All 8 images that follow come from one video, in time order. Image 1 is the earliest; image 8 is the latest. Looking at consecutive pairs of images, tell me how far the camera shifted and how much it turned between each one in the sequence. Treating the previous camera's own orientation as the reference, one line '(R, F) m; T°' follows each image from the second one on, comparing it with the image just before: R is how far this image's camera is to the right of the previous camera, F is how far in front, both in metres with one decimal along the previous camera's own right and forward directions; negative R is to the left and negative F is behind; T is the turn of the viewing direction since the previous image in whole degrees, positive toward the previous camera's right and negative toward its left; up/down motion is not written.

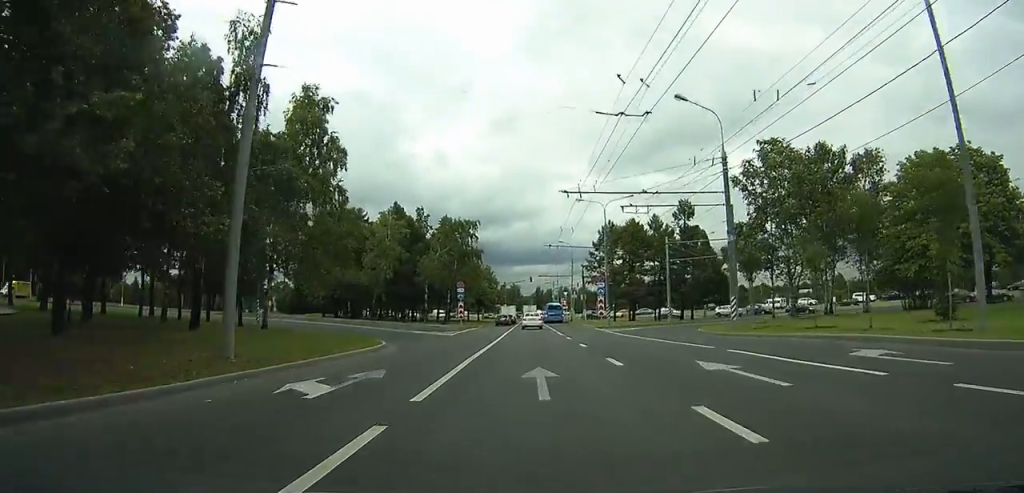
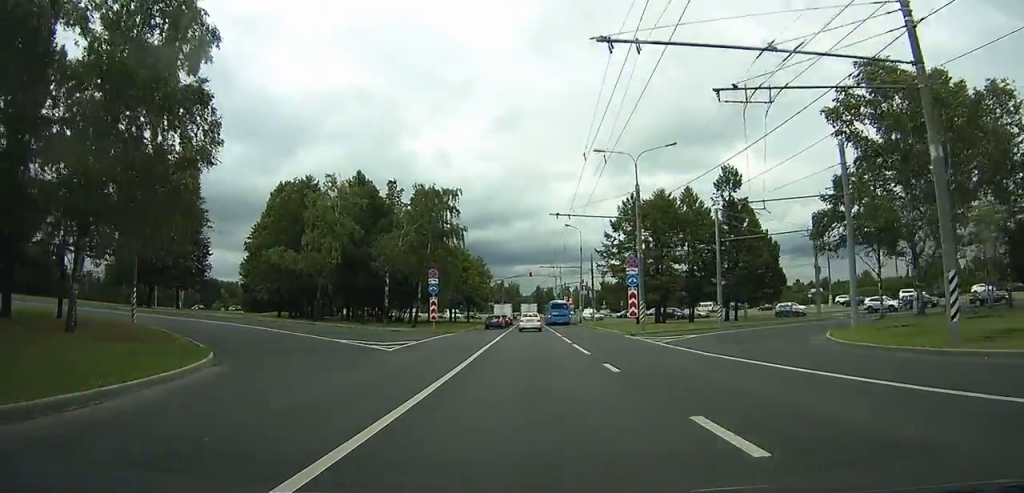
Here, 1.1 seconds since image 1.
(-0.1, +16.7) m; 0°
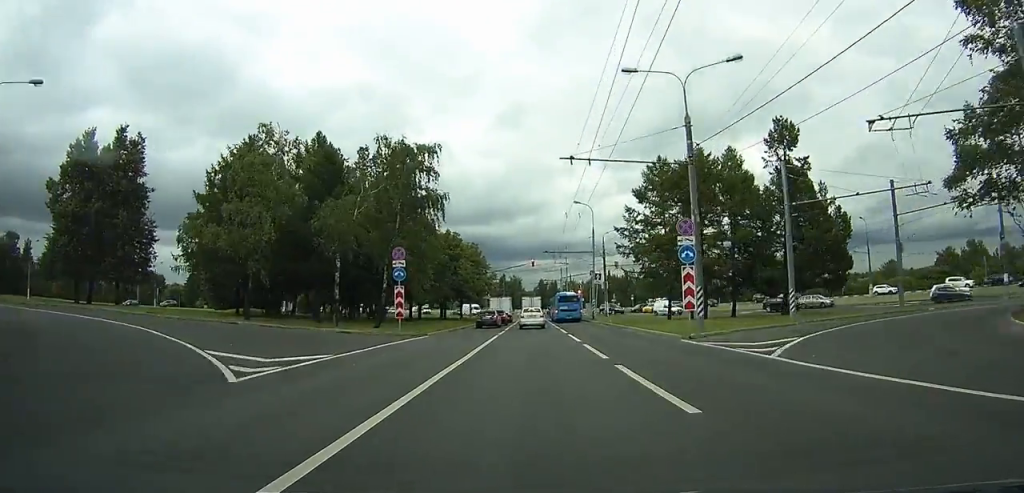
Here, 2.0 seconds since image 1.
(0.0, +12.3) m; 0°
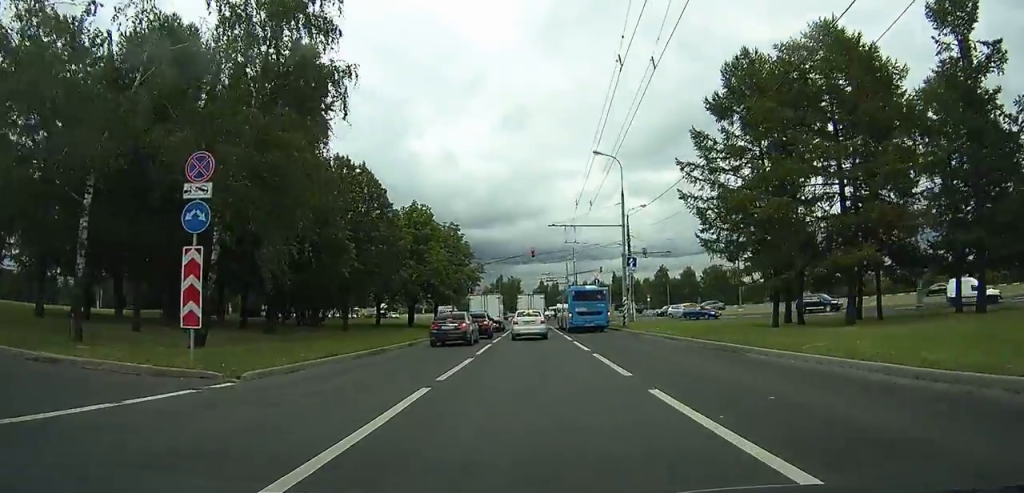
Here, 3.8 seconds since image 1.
(-0.1, +20.2) m; -1°
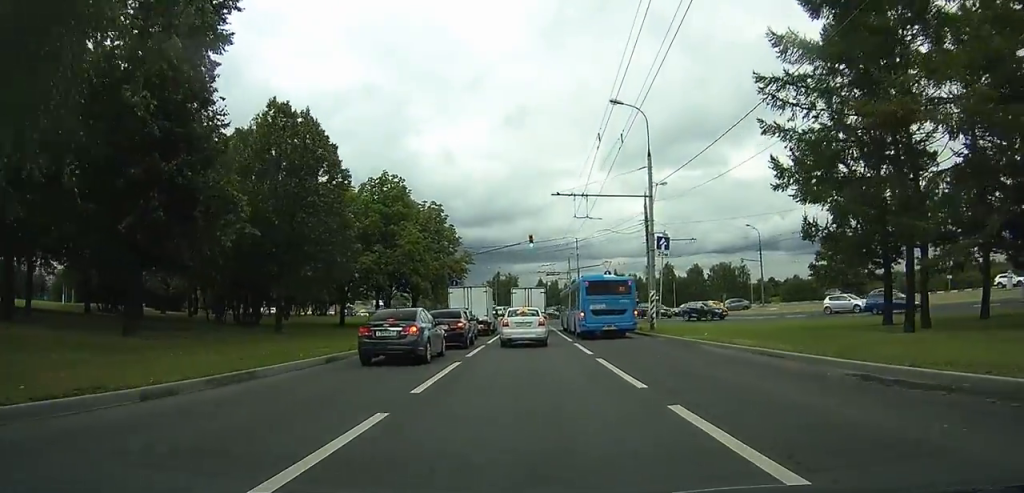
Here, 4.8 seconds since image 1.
(0.0, +9.8) m; 0°
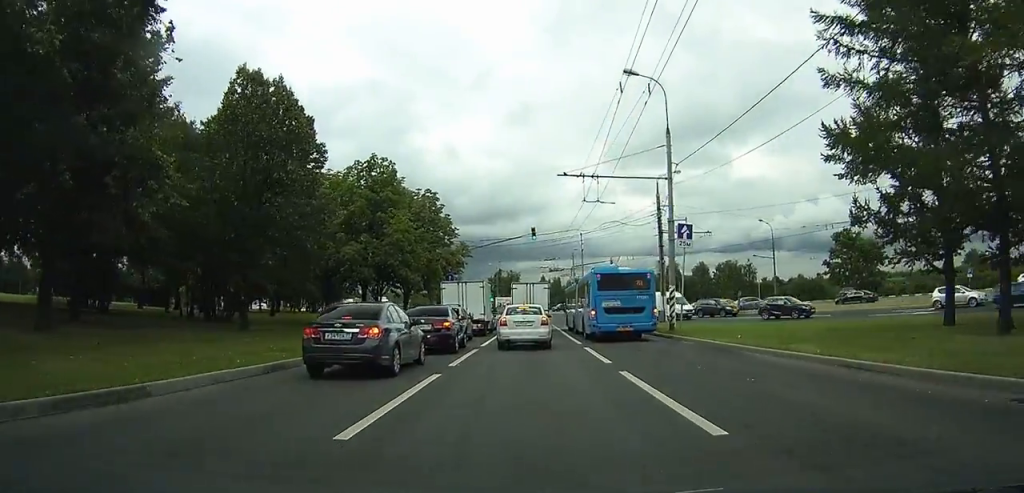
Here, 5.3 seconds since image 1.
(0.0, +3.7) m; 0°
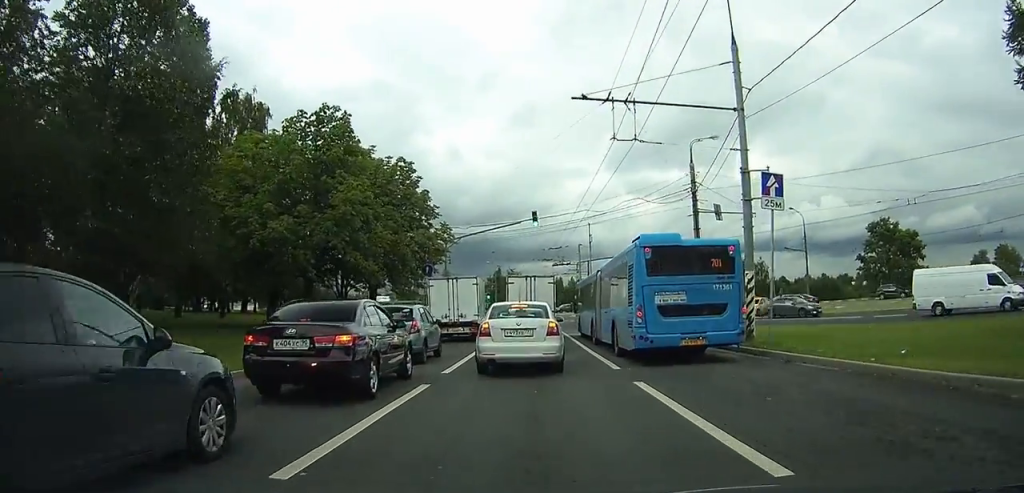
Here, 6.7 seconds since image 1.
(+0.1, +9.4) m; +1°
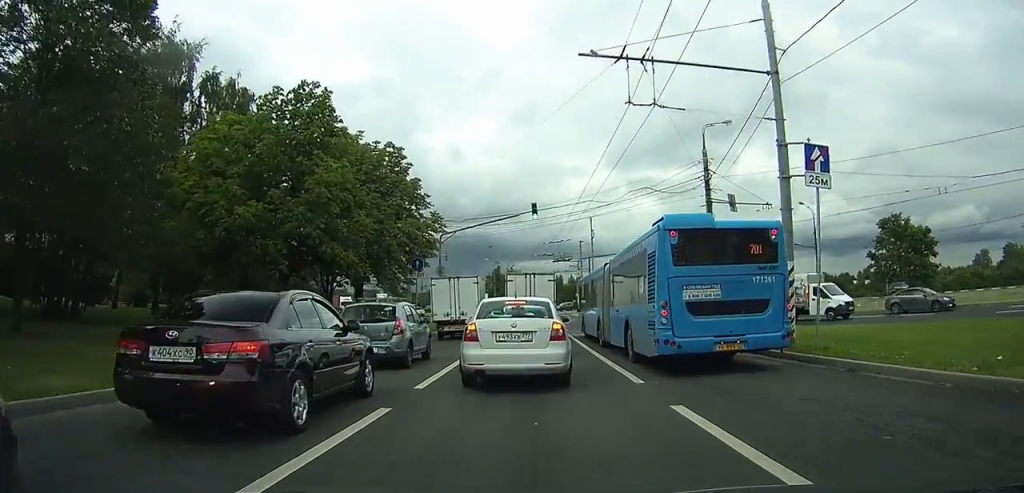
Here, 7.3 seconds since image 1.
(0.0, +2.6) m; 0°
